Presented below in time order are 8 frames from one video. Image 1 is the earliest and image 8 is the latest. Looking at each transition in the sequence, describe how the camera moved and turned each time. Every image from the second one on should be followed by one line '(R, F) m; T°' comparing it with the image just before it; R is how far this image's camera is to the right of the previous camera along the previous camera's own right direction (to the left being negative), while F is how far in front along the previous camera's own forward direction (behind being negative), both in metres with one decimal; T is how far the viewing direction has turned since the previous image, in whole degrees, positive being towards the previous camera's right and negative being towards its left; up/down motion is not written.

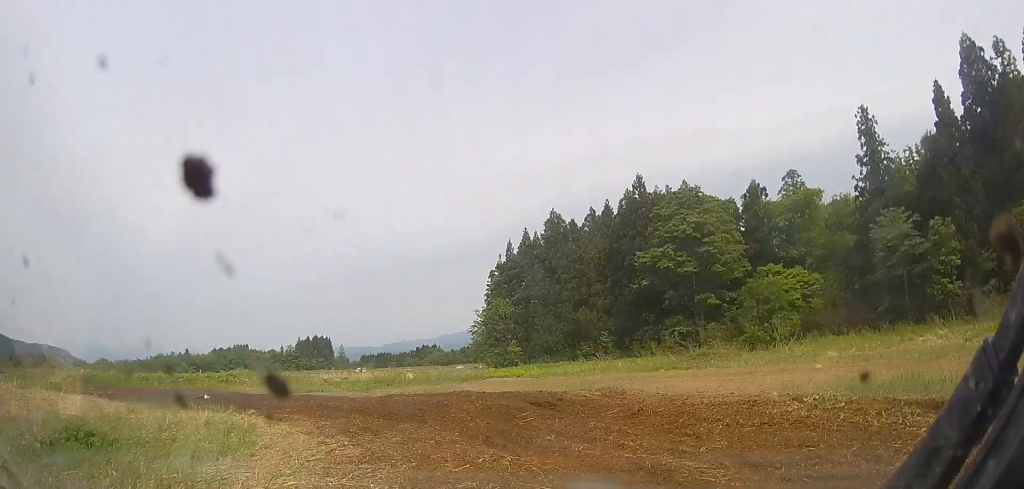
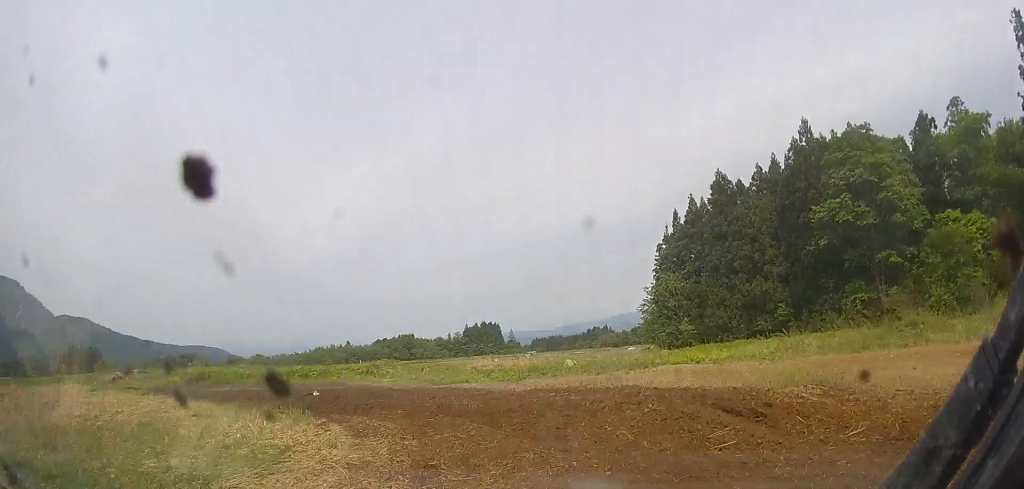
(-1.0, +4.3) m; -16°
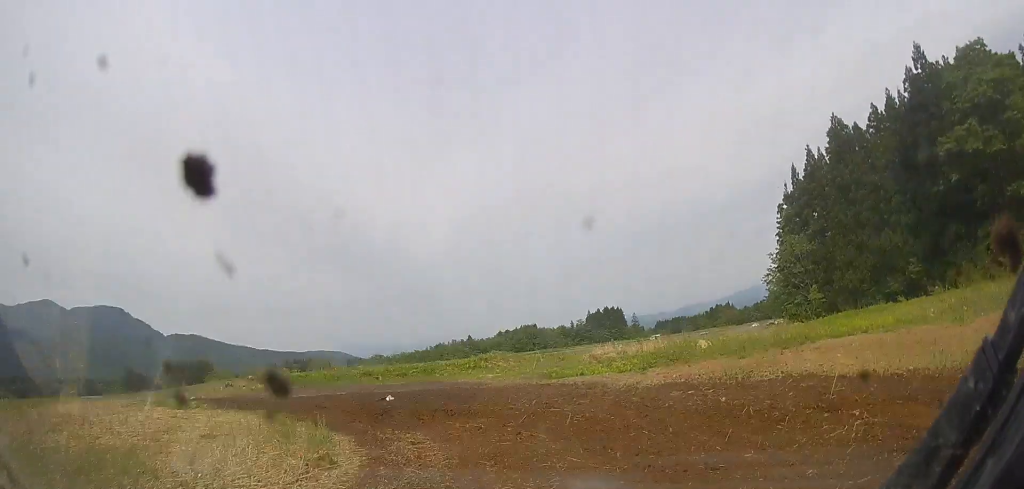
(-0.6, +5.3) m; -20°
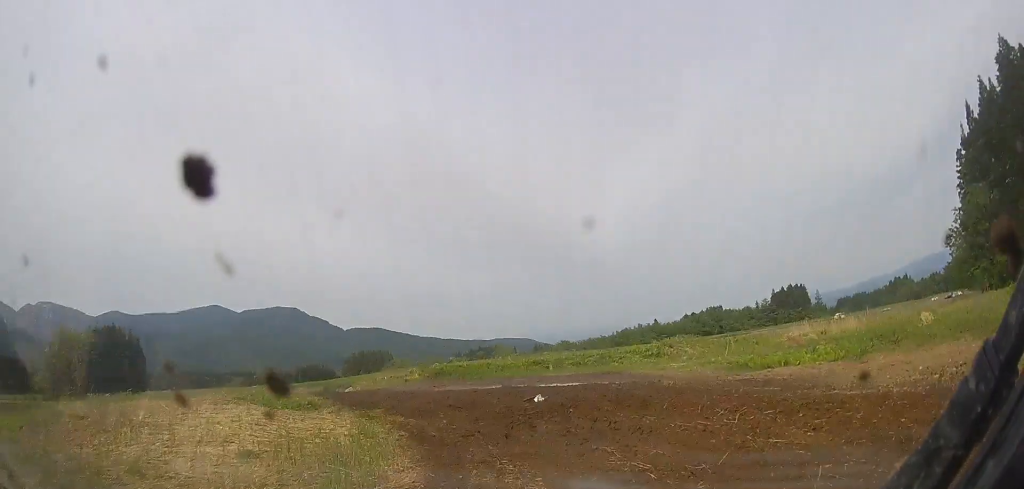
(-1.2, +5.0) m; -25°
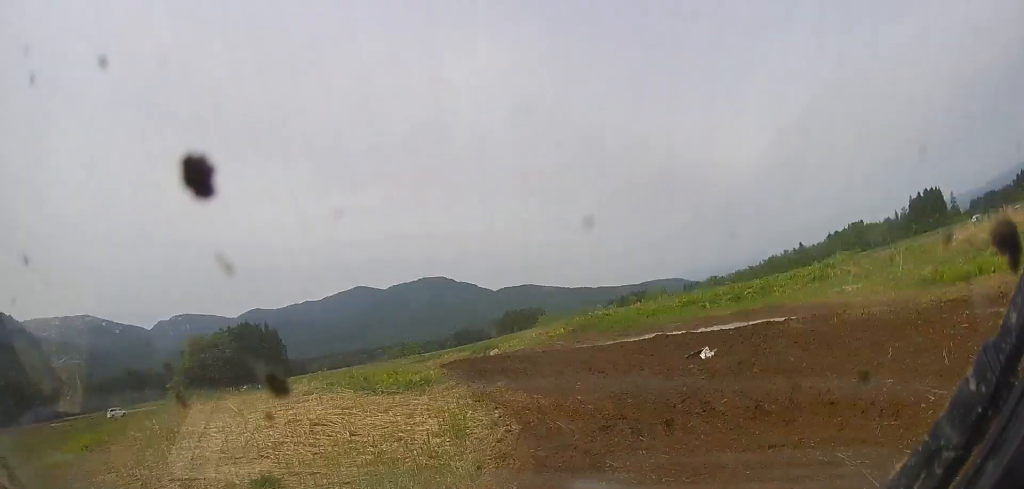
(-0.8, +4.0) m; -11°
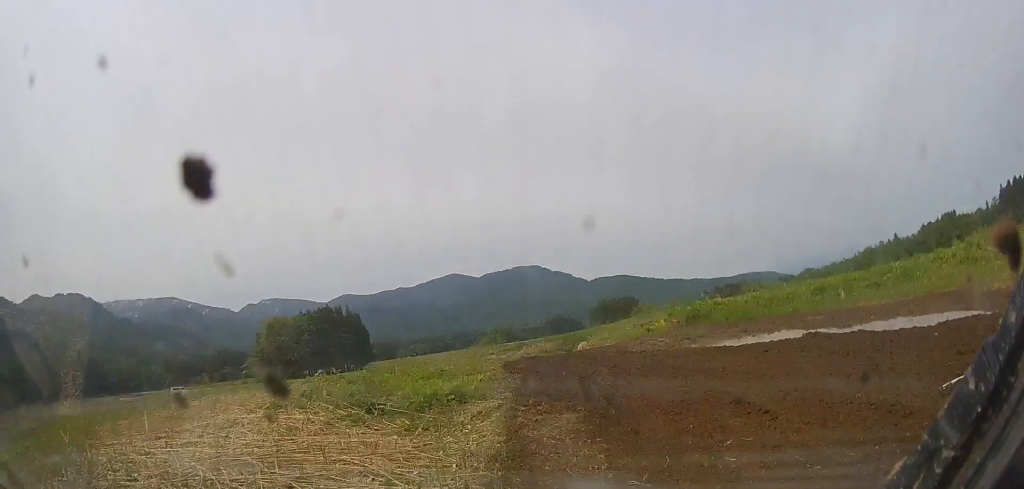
(0.0, +6.5) m; 0°
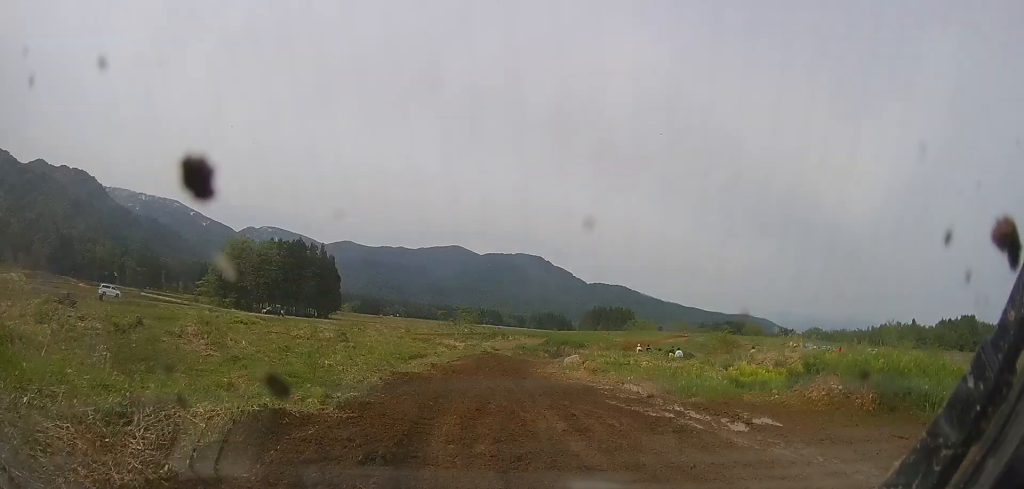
(-1.2, +15.5) m; -12°
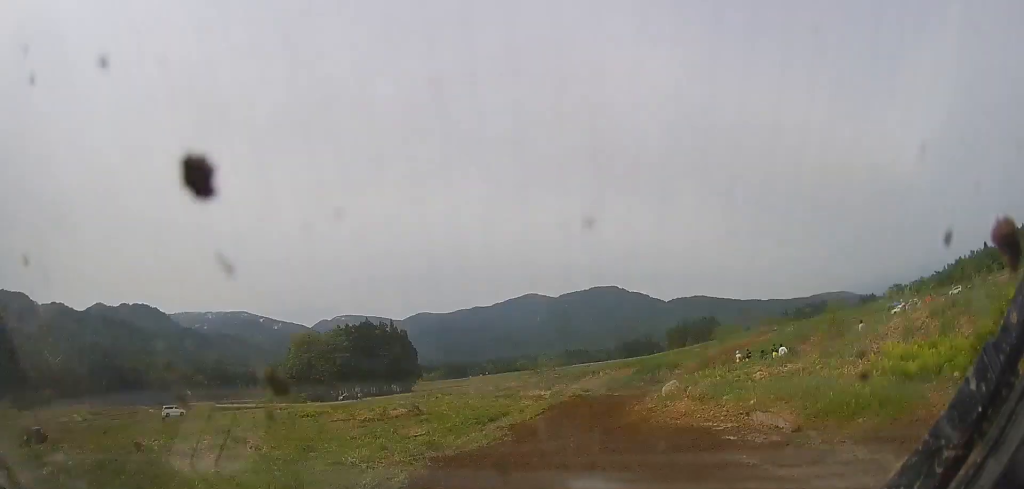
(-0.2, +5.5) m; -2°
